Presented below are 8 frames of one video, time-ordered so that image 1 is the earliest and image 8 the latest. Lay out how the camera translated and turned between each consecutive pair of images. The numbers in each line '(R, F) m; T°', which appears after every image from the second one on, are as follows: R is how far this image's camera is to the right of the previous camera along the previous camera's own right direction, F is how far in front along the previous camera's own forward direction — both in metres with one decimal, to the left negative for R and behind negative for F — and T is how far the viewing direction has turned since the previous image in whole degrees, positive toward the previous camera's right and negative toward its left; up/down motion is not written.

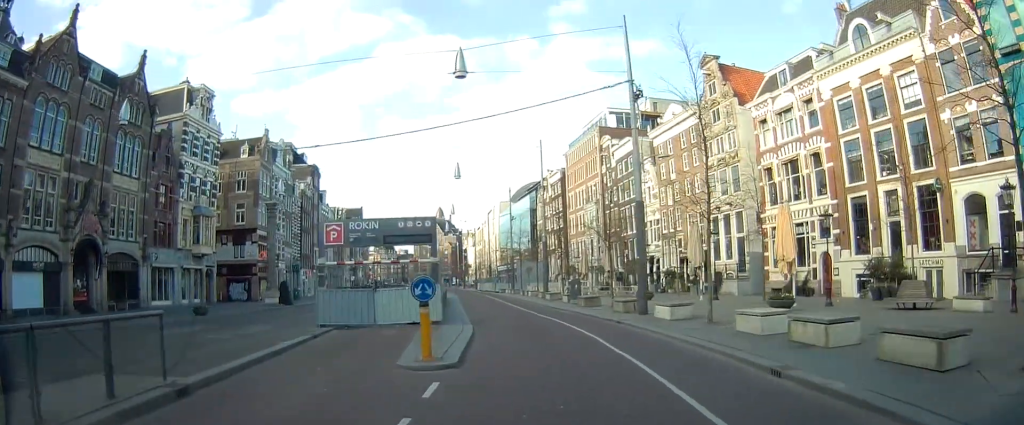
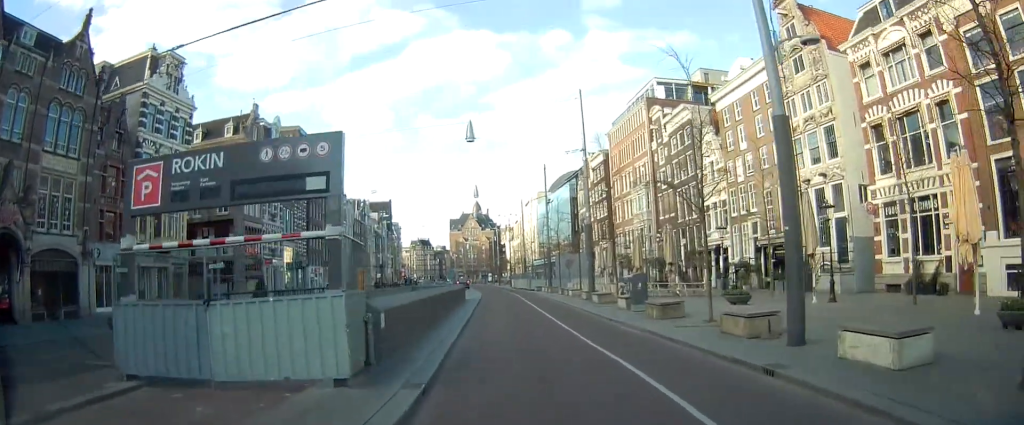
(-0.1, +12.1) m; -3°
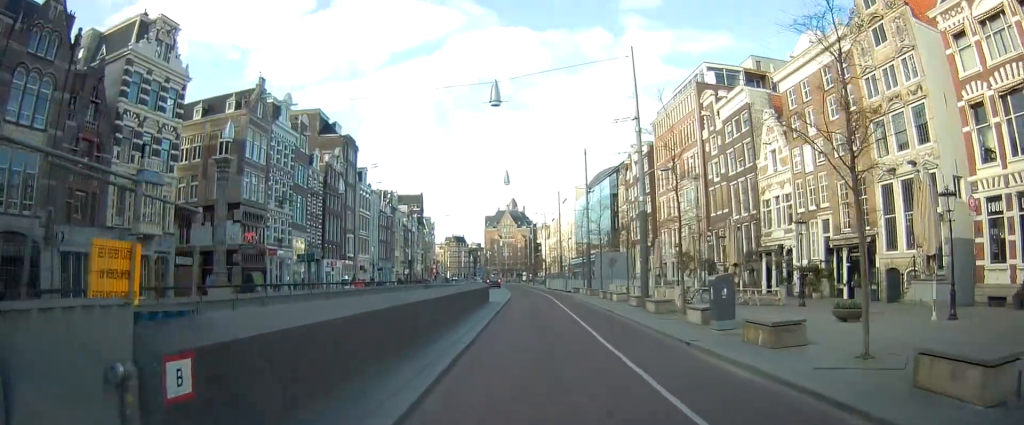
(-0.2, +6.6) m; -3°
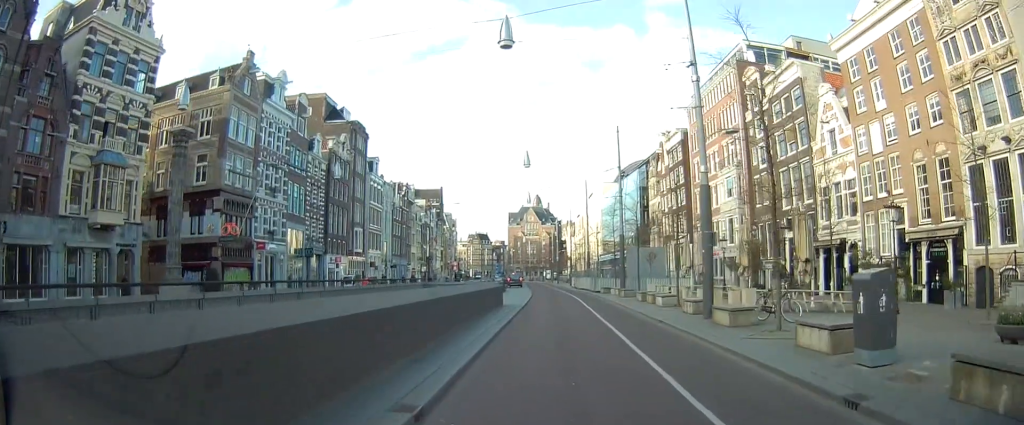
(-0.2, +6.7) m; -3°
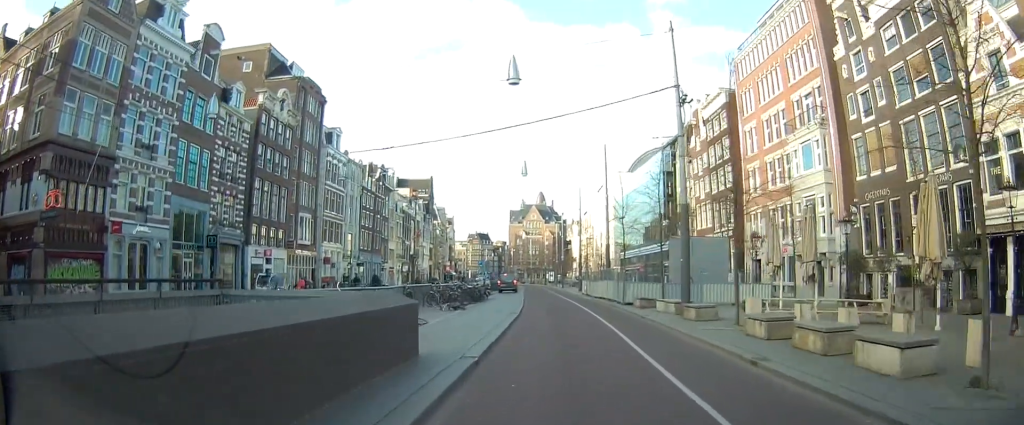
(-0.6, +17.3) m; -2°
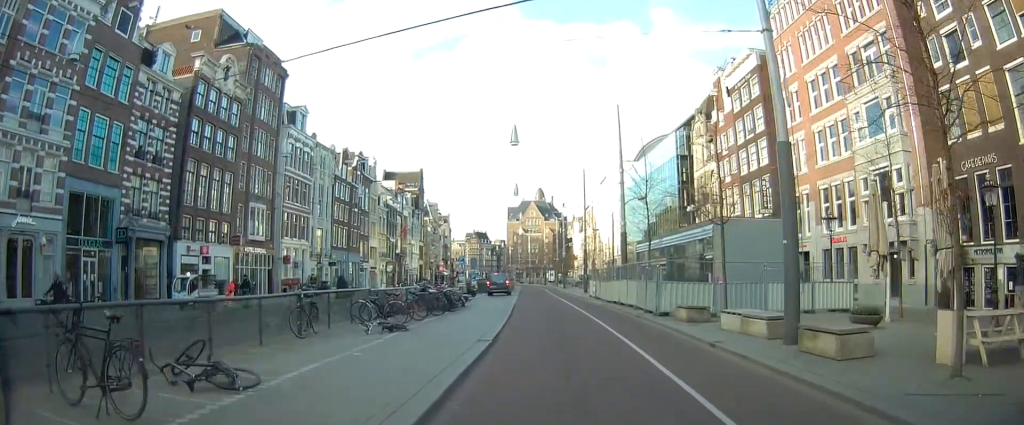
(0.0, +9.7) m; 0°
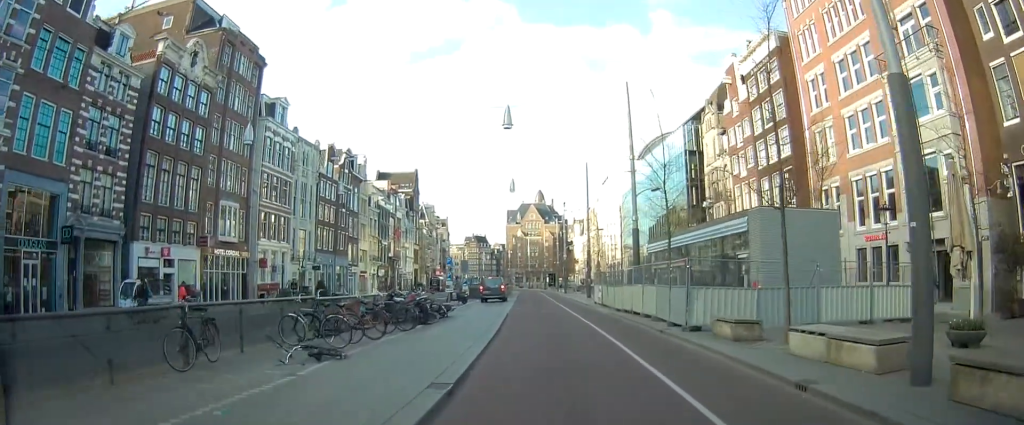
(0.0, +4.7) m; 0°
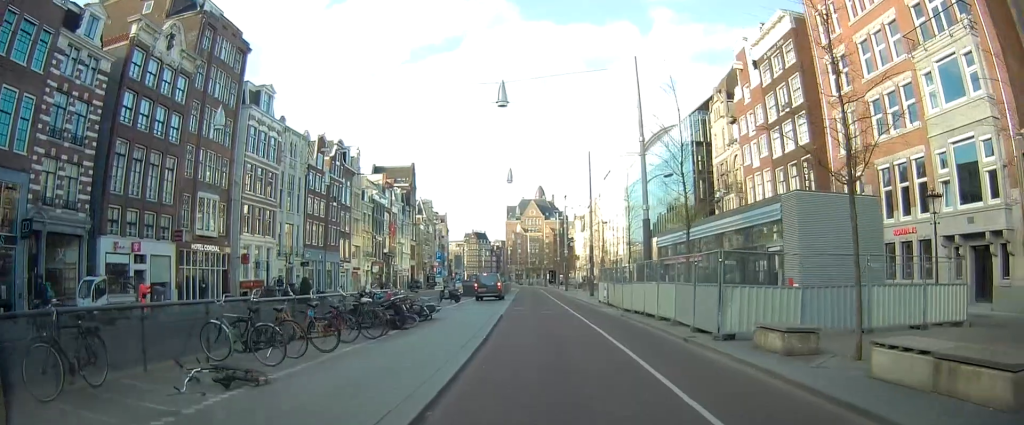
(0.0, +3.1) m; 0°
